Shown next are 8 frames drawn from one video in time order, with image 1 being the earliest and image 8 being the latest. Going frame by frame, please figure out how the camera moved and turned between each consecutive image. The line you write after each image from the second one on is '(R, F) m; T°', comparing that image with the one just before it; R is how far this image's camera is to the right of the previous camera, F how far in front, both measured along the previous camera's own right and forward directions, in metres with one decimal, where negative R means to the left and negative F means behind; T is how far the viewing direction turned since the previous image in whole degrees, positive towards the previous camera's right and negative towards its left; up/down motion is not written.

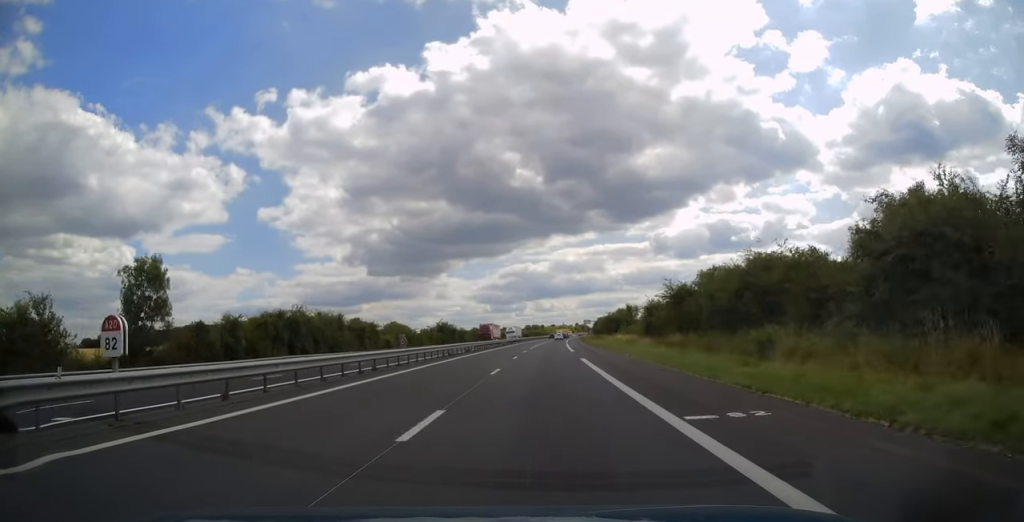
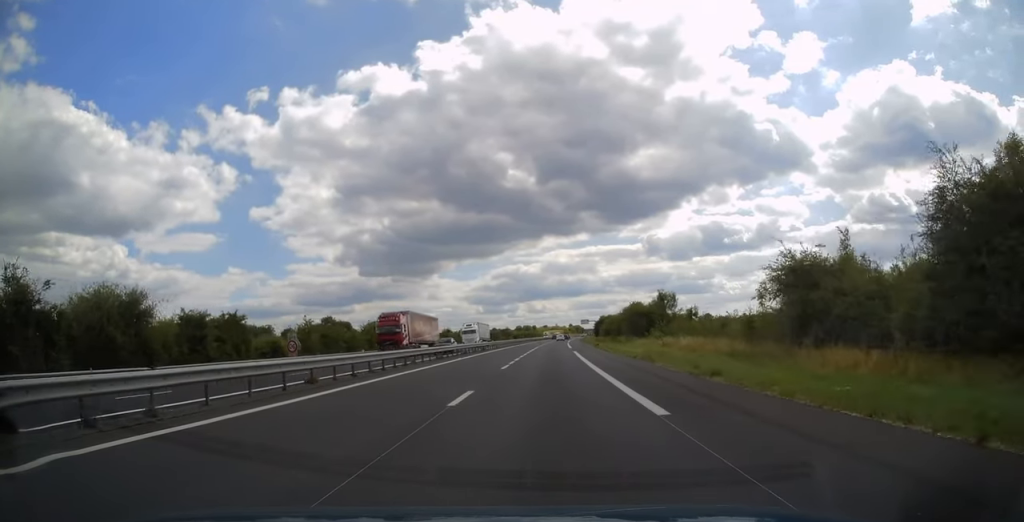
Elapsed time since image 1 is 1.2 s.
(+0.3, +34.7) m; +1°
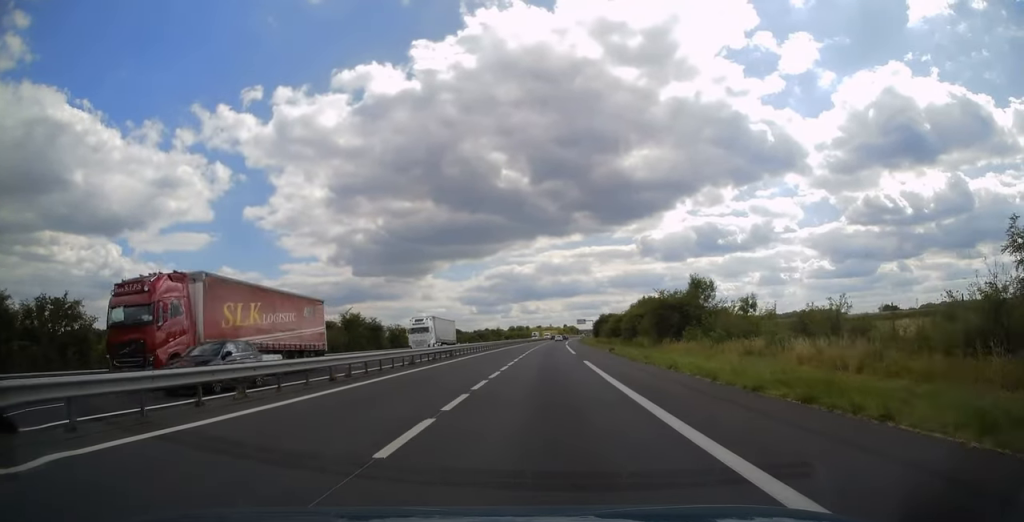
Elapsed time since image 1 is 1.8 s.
(+0.2, +18.1) m; 0°
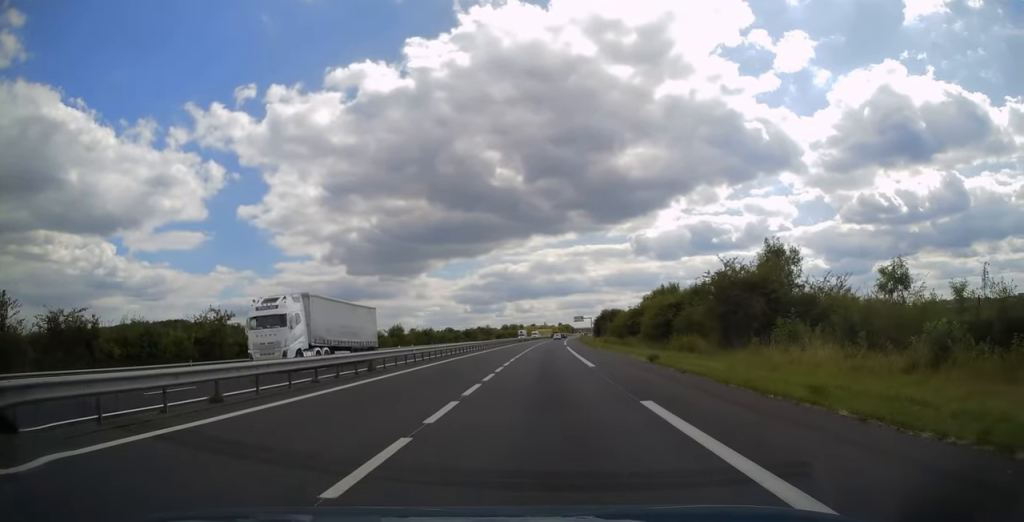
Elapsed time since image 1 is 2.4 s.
(+0.2, +19.0) m; 0°
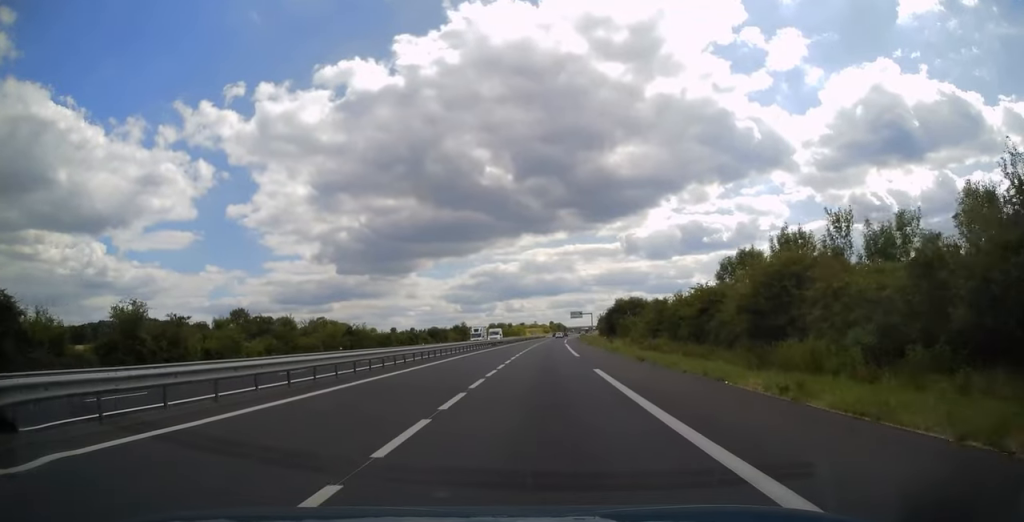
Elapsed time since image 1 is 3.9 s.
(+0.1, +41.6) m; +1°
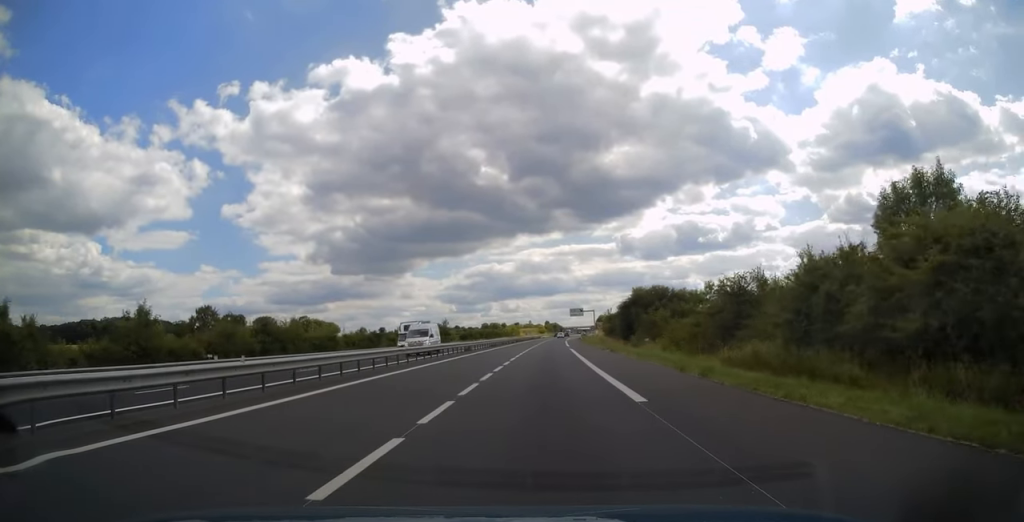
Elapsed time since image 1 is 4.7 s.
(+0.2, +23.5) m; +1°
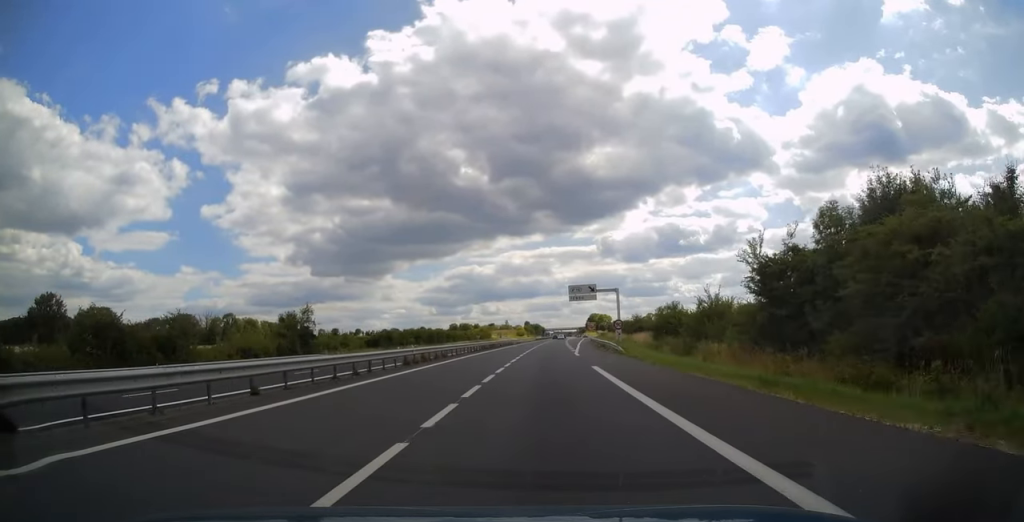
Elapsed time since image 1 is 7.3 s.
(+1.1, +78.2) m; +2°
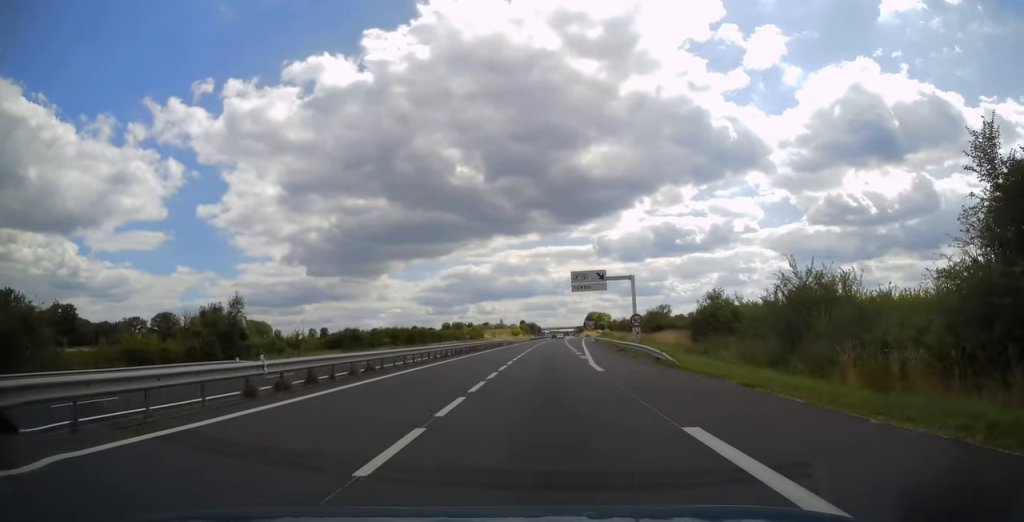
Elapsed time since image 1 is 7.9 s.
(+0.1, +16.1) m; 0°
